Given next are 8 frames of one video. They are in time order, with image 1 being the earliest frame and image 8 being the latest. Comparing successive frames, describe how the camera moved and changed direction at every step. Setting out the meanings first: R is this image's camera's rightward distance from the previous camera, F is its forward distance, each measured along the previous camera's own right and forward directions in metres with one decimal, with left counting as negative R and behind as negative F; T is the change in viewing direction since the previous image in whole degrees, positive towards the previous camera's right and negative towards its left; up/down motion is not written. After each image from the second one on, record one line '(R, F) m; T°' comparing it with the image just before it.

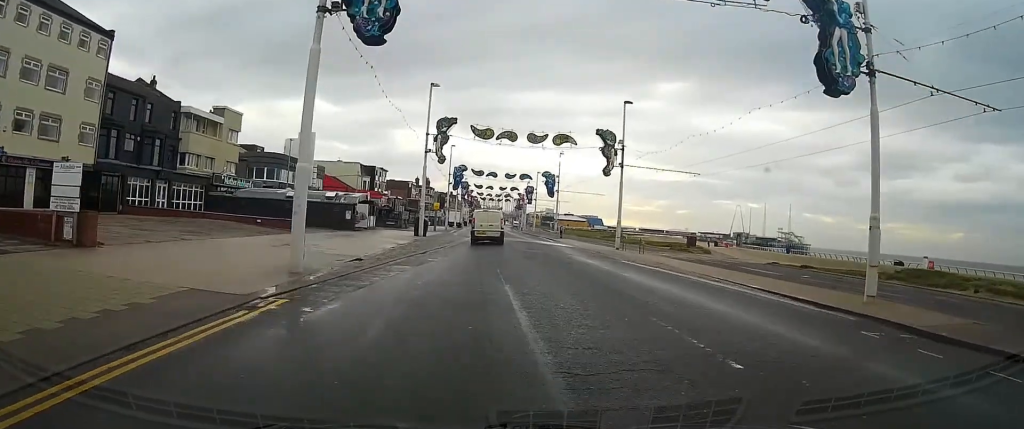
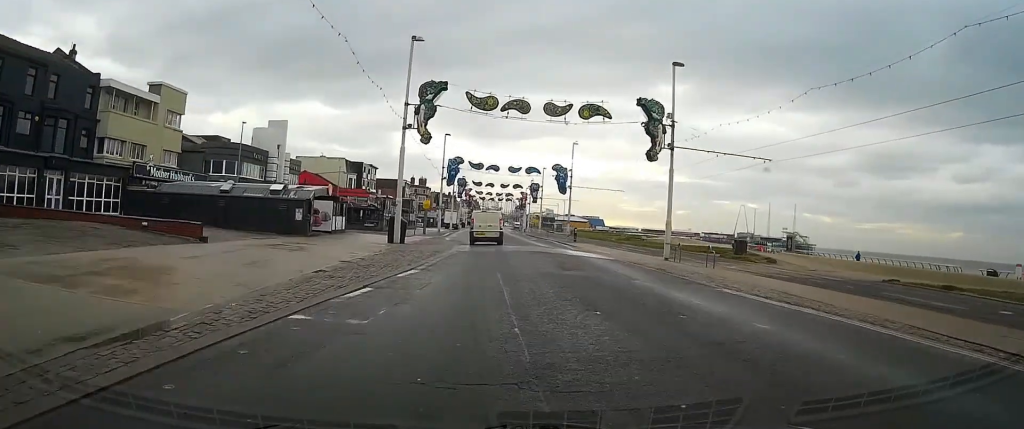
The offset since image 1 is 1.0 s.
(0.0, +13.1) m; 0°
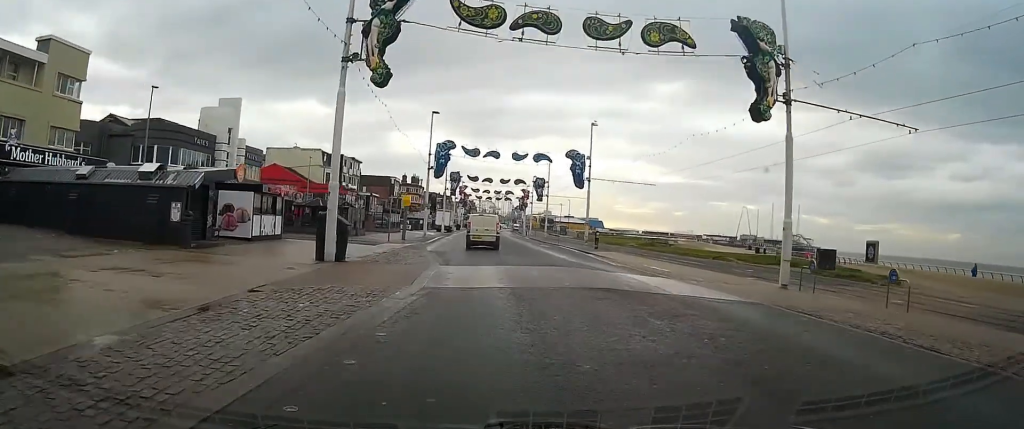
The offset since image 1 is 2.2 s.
(0.0, +14.7) m; 0°
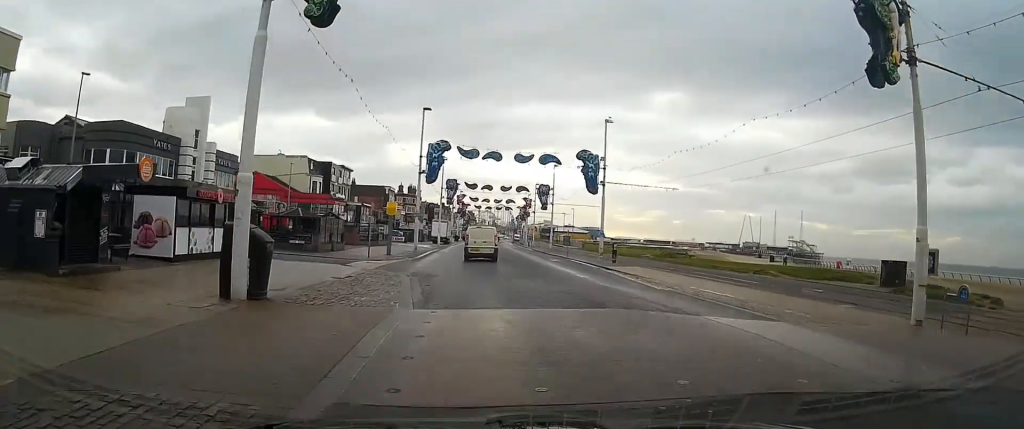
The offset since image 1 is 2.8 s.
(0.0, +7.4) m; 0°
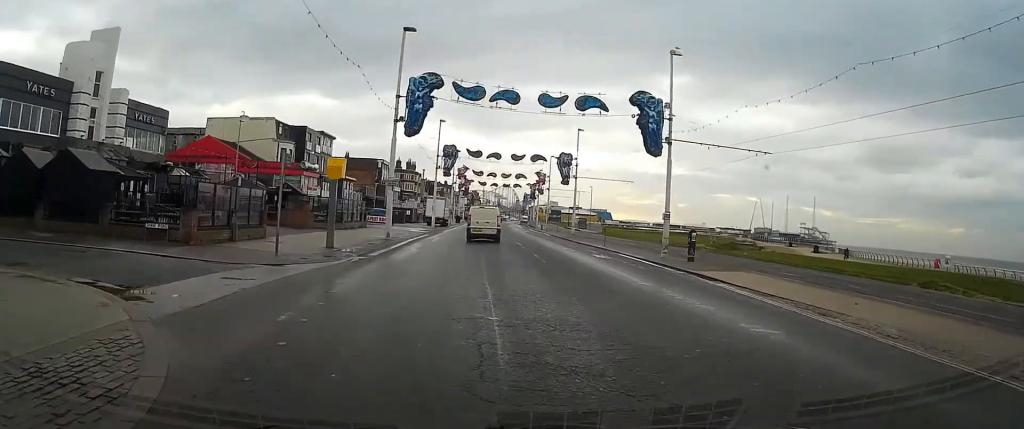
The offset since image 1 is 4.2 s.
(+0.1, +16.5) m; +1°
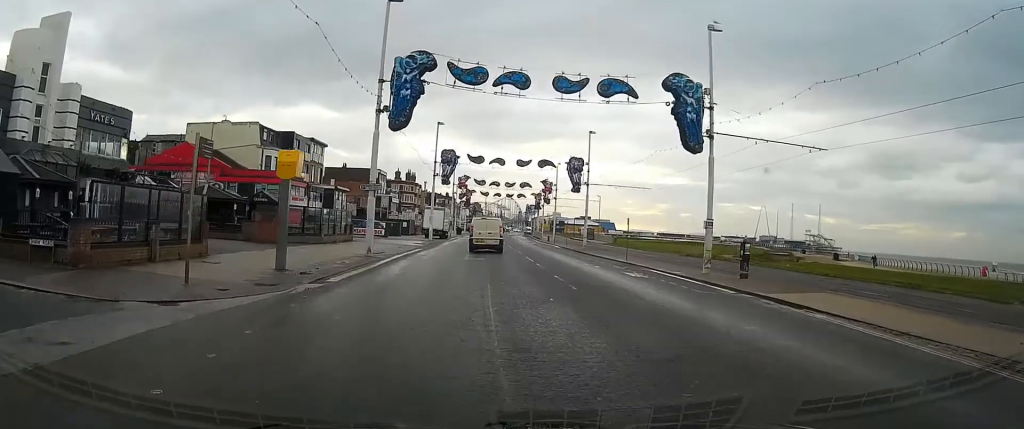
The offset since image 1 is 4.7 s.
(+0.1, +6.0) m; 0°
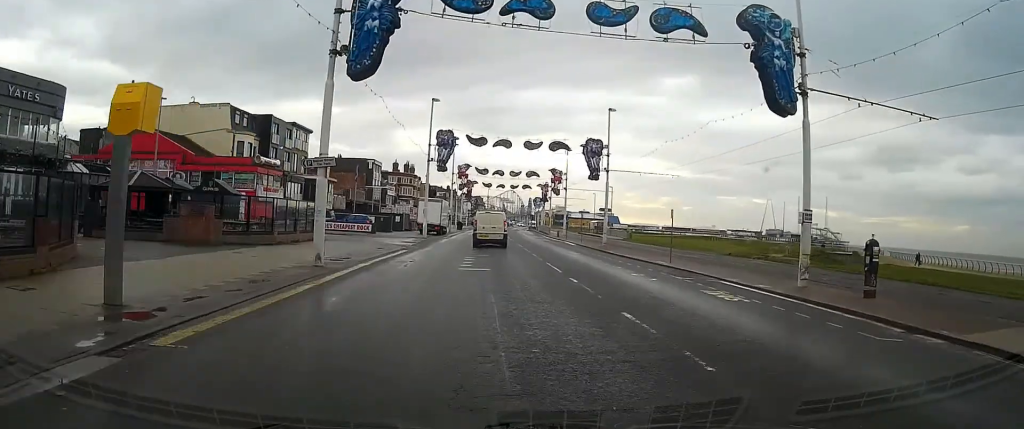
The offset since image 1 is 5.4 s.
(0.0, +8.6) m; -1°
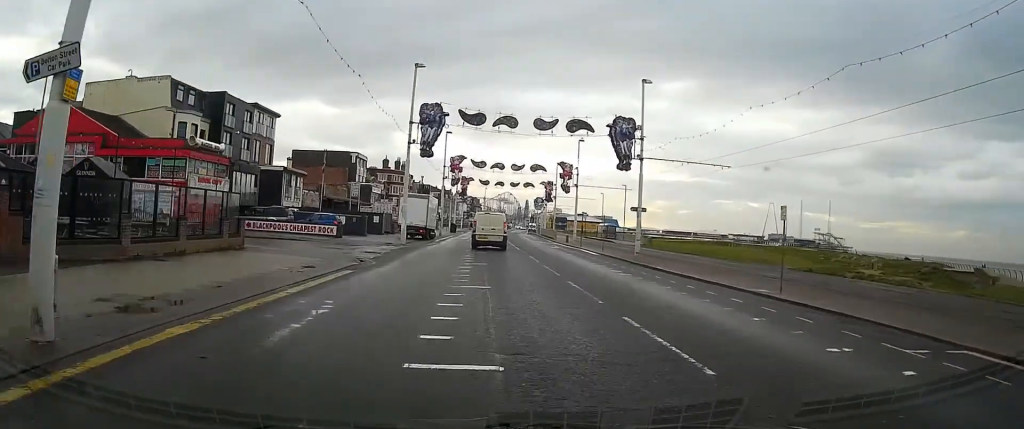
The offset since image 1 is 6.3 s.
(-0.1, +12.1) m; -1°
